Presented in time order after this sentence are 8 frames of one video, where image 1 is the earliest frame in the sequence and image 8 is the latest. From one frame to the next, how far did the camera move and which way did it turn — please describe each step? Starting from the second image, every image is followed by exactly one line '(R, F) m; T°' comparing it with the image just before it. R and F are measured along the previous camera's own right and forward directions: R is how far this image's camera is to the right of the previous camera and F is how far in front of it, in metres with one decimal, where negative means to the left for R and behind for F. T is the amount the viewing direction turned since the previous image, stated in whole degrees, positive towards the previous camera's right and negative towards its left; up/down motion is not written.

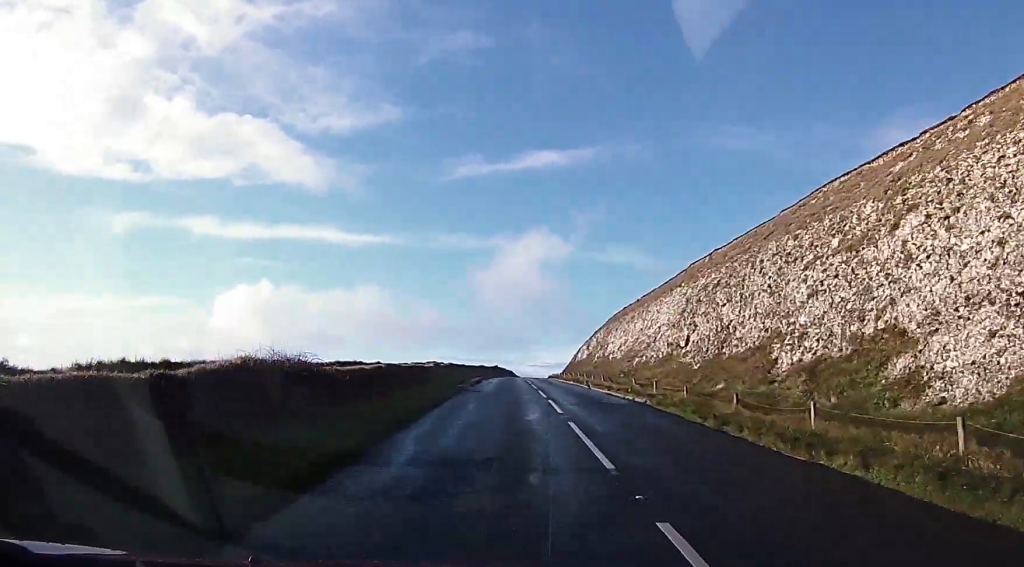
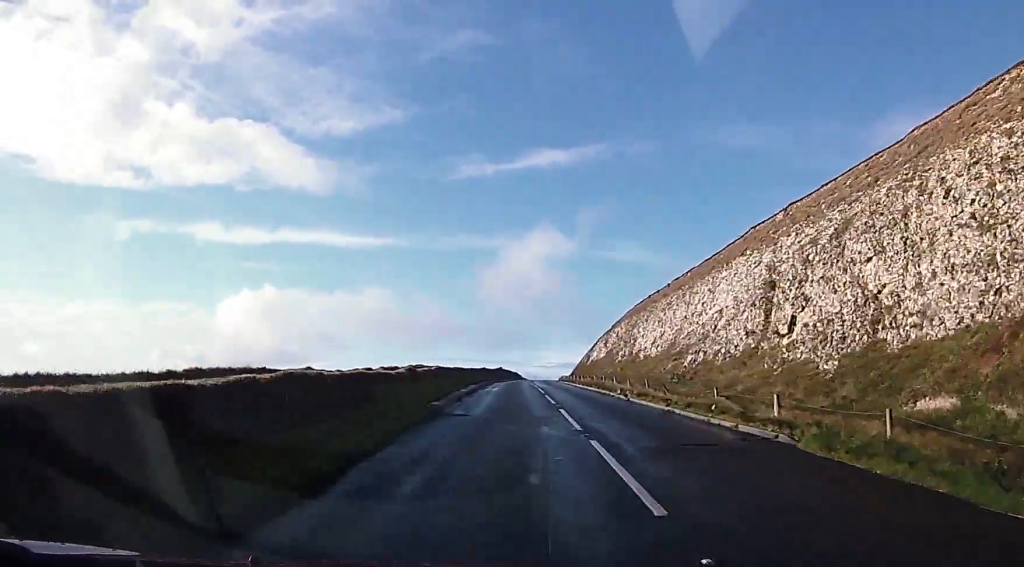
(-0.2, +11.3) m; -1°
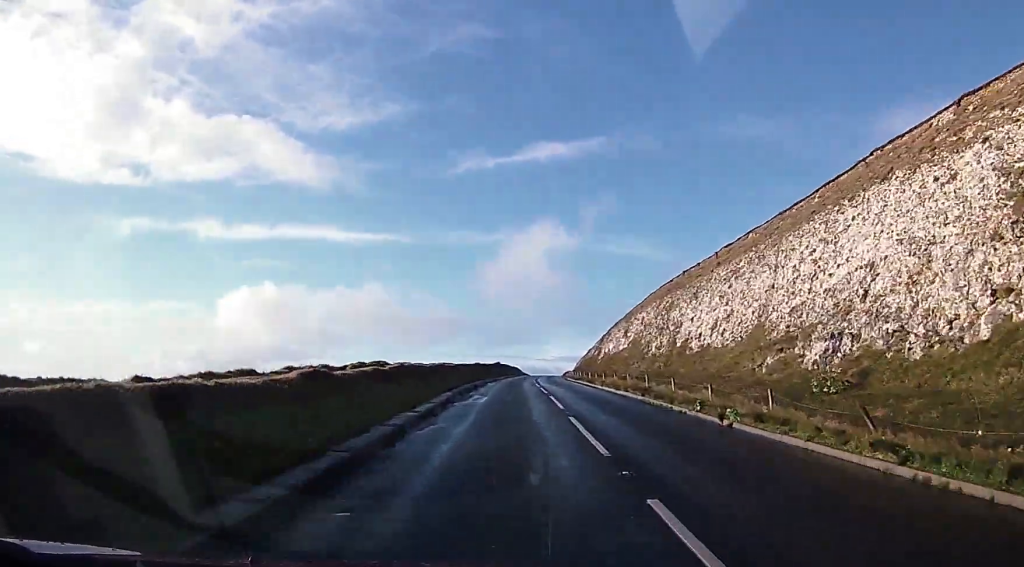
(-0.2, +12.9) m; -1°
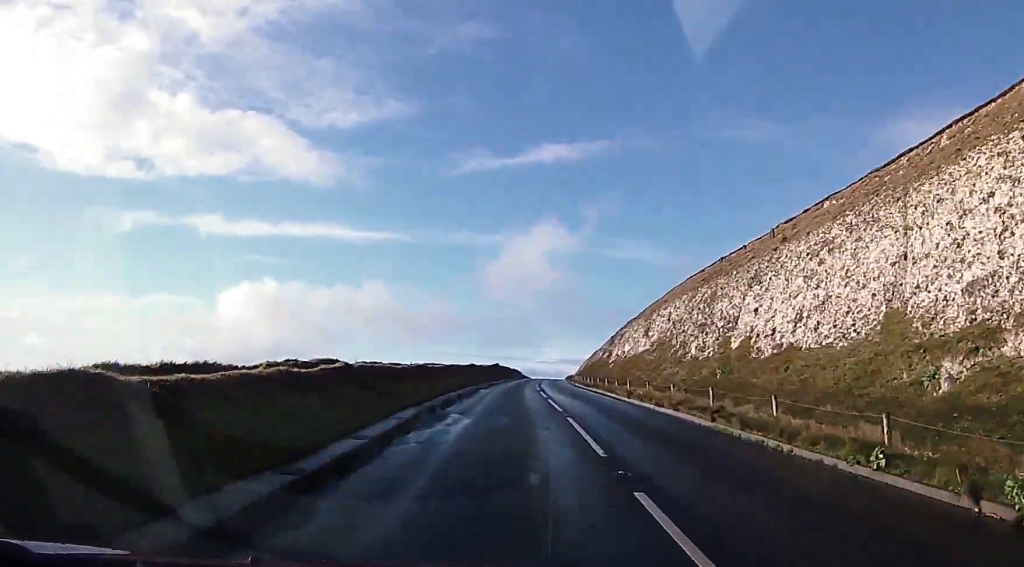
(0.0, +8.6) m; 0°
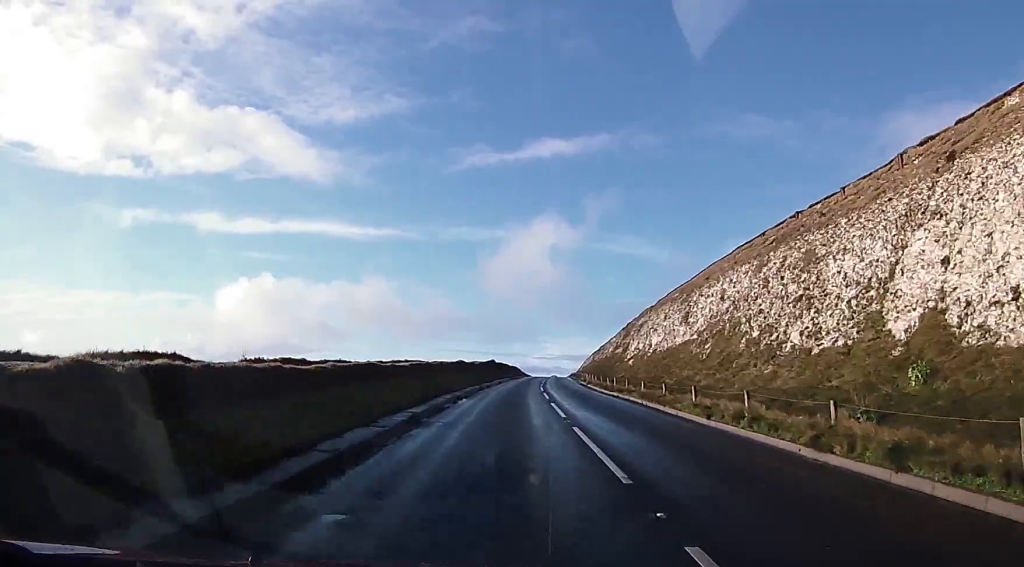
(-0.1, +11.4) m; +1°
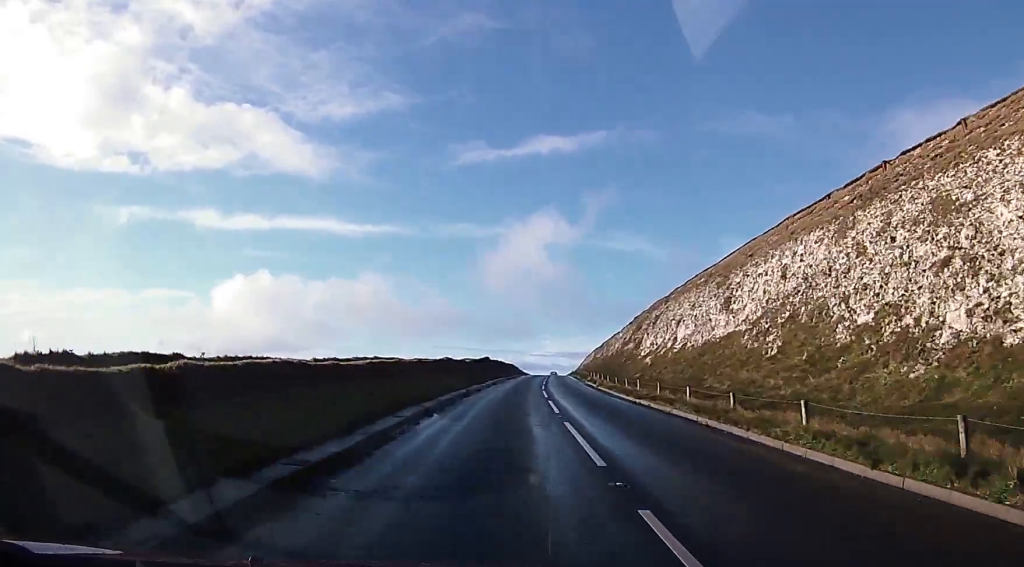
(-0.2, +7.7) m; +1°
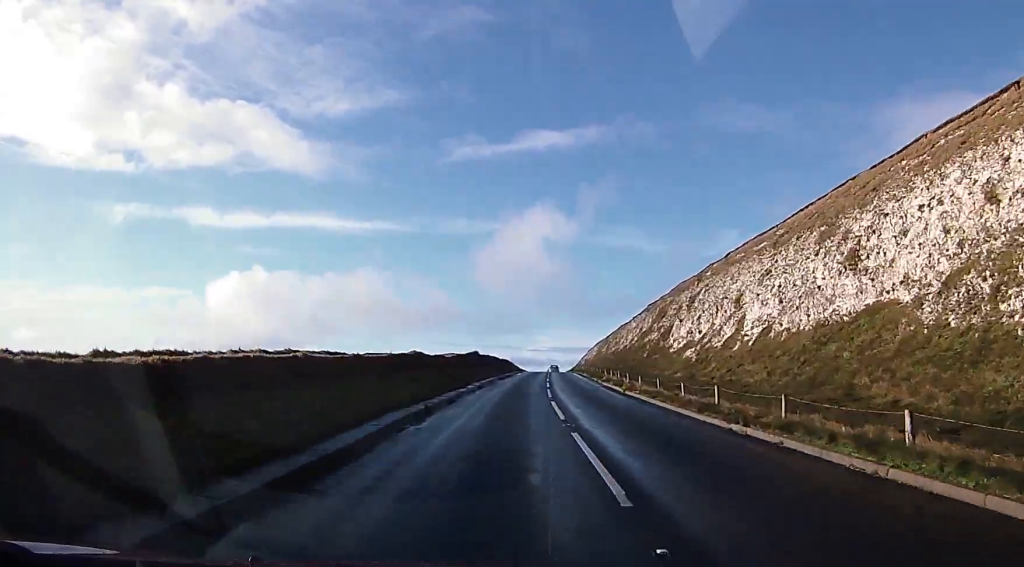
(+0.4, +11.6) m; 0°
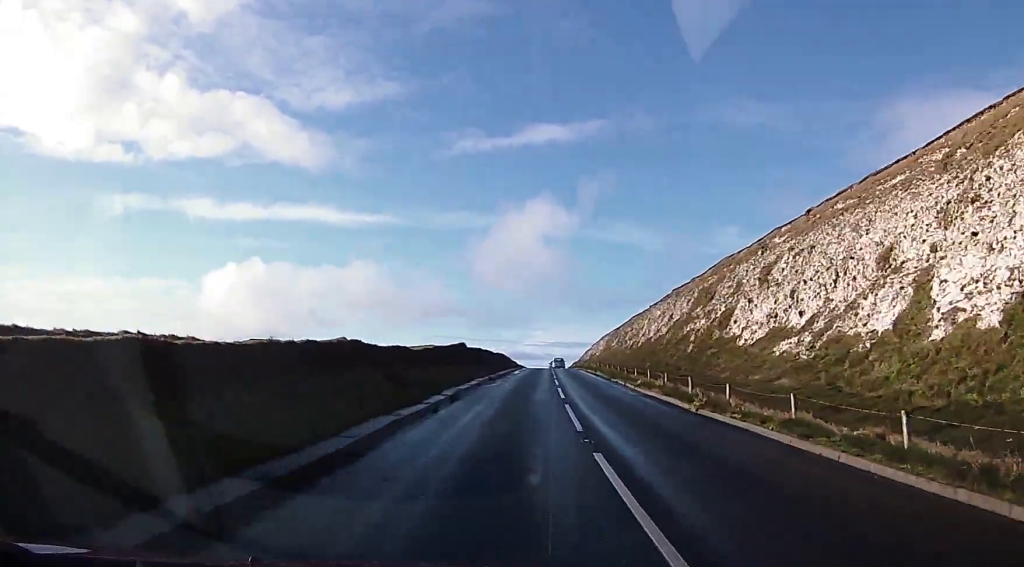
(0.0, +12.3) m; -1°
